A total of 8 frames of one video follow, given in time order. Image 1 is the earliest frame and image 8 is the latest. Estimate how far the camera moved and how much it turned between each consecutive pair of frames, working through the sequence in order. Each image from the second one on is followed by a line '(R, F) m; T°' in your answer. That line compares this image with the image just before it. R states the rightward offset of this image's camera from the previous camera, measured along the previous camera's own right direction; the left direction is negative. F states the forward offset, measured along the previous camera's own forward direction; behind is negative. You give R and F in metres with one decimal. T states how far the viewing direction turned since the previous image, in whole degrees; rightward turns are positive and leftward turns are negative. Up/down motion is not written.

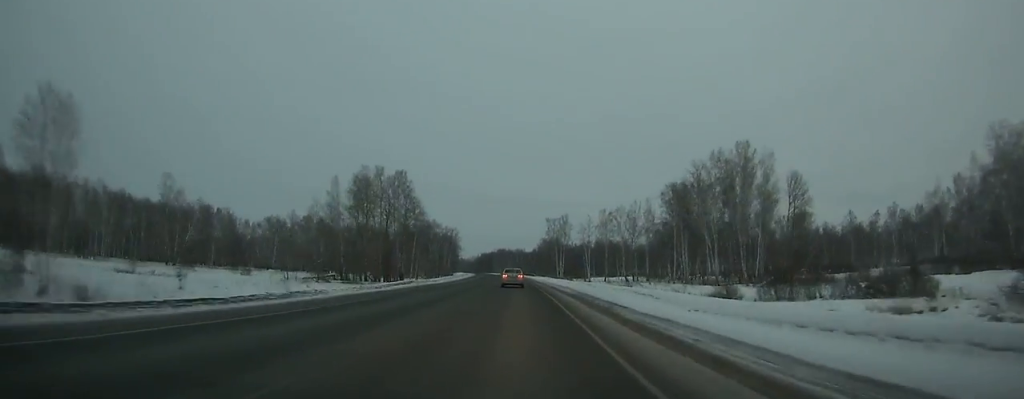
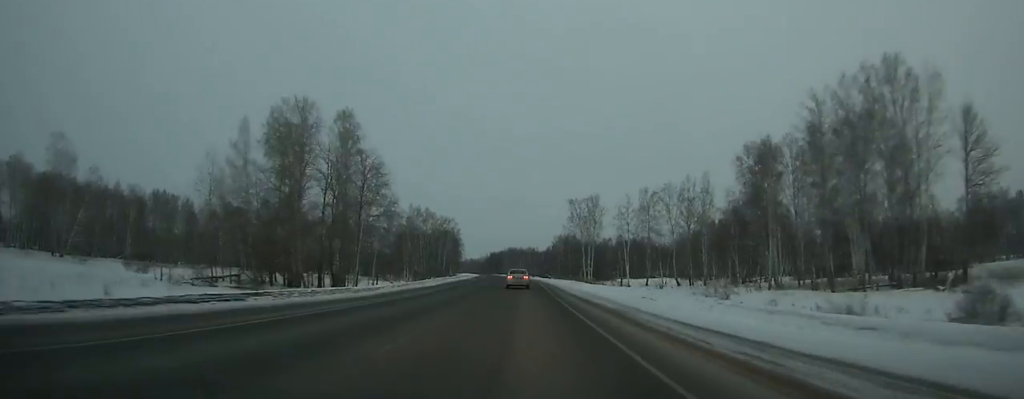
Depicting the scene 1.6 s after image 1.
(-0.2, +41.7) m; -1°
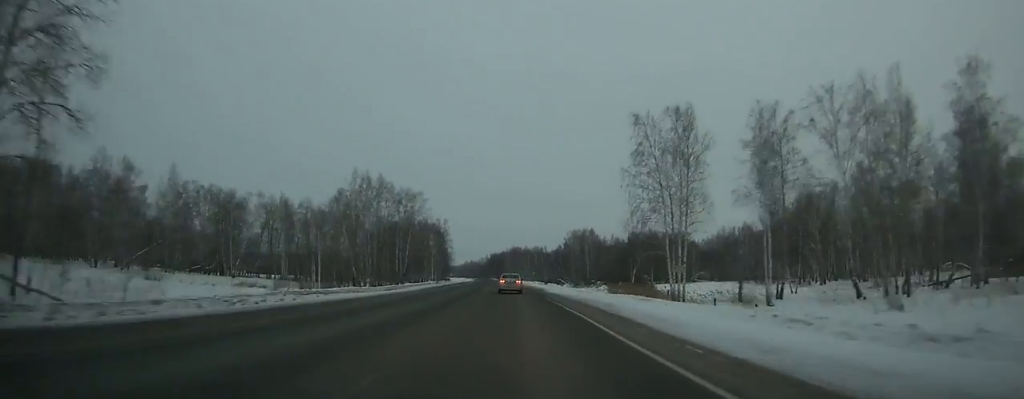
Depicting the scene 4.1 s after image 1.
(-0.5, +64.8) m; -1°
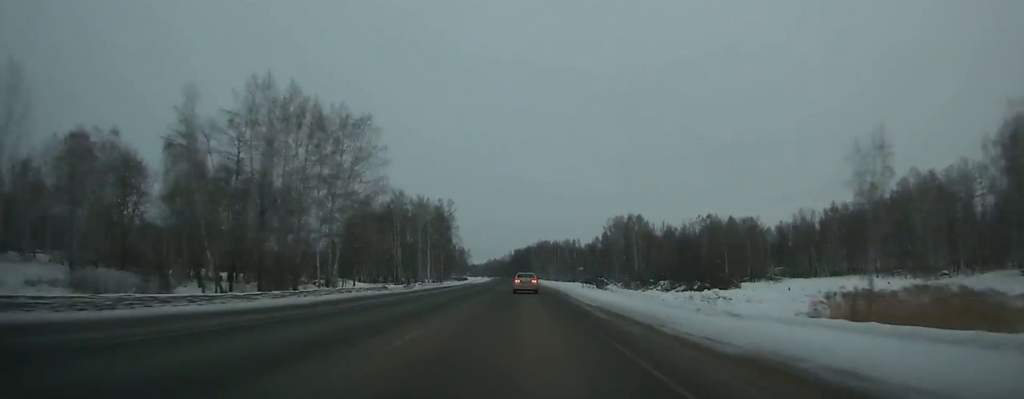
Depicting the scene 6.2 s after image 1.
(-0.7, +54.2) m; -1°
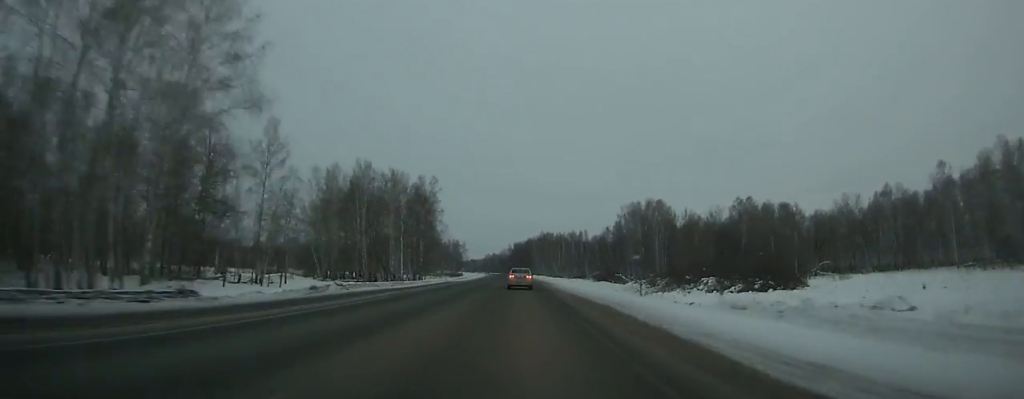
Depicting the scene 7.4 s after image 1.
(-0.3, +30.7) m; 0°
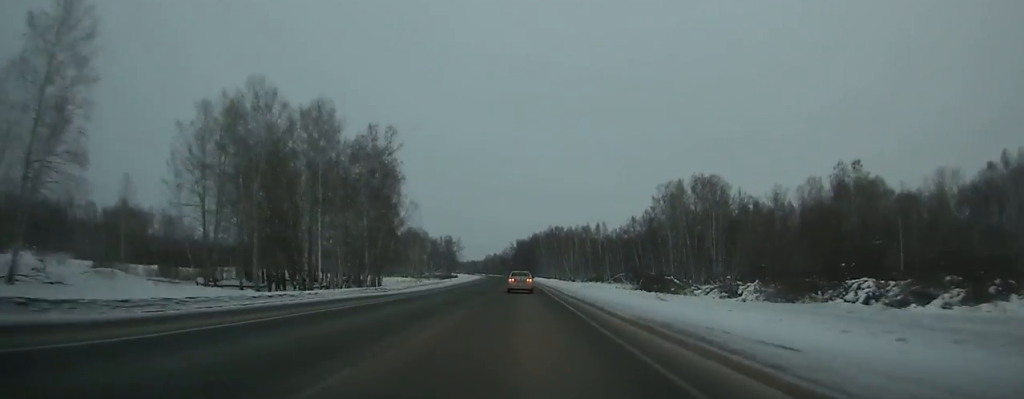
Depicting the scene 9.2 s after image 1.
(-0.2, +46.1) m; 0°
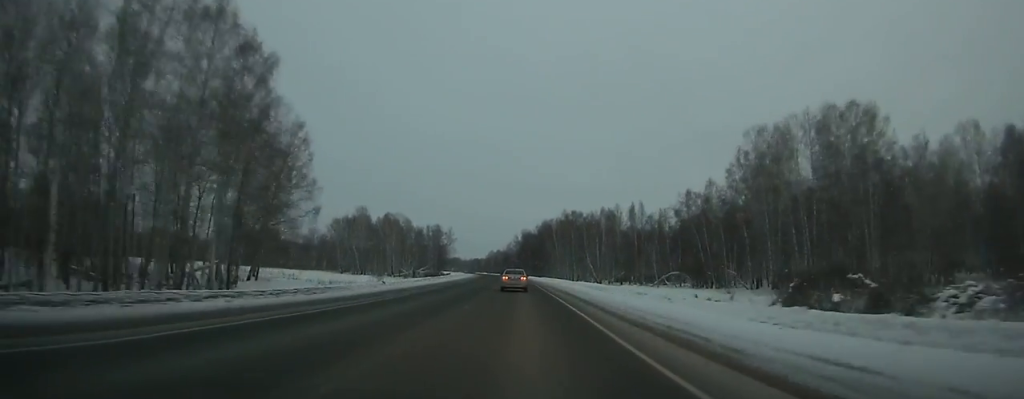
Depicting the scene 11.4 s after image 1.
(-0.2, +55.9) m; -1°
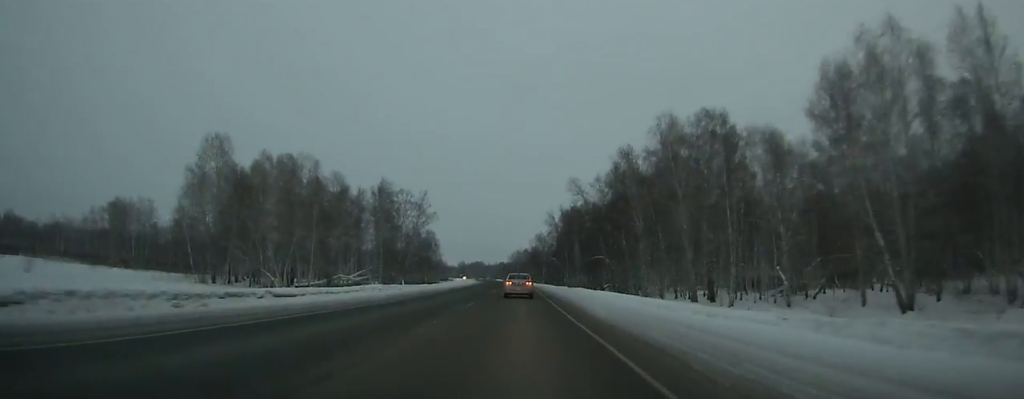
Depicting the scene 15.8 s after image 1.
(-2.1, +110.7) m; -2°
